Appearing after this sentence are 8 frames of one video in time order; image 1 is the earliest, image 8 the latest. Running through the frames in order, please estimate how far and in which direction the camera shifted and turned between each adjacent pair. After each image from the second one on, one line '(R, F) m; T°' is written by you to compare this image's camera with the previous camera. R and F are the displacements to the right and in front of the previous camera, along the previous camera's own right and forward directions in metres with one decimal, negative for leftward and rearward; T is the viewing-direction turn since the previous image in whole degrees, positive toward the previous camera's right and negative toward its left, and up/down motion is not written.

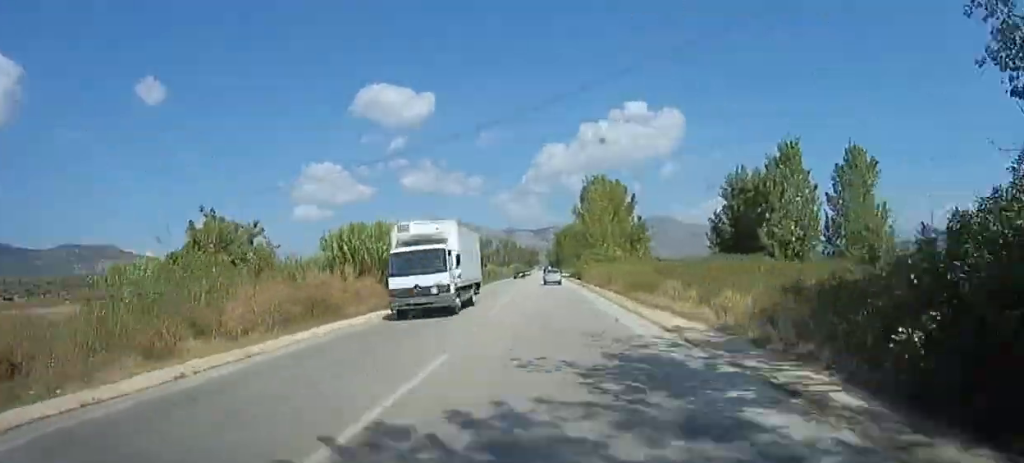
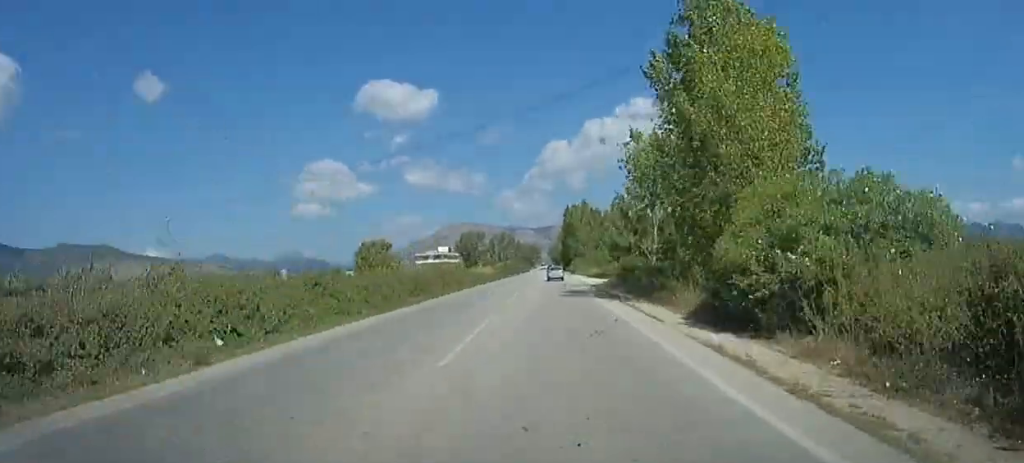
(-1.3, +53.9) m; -1°
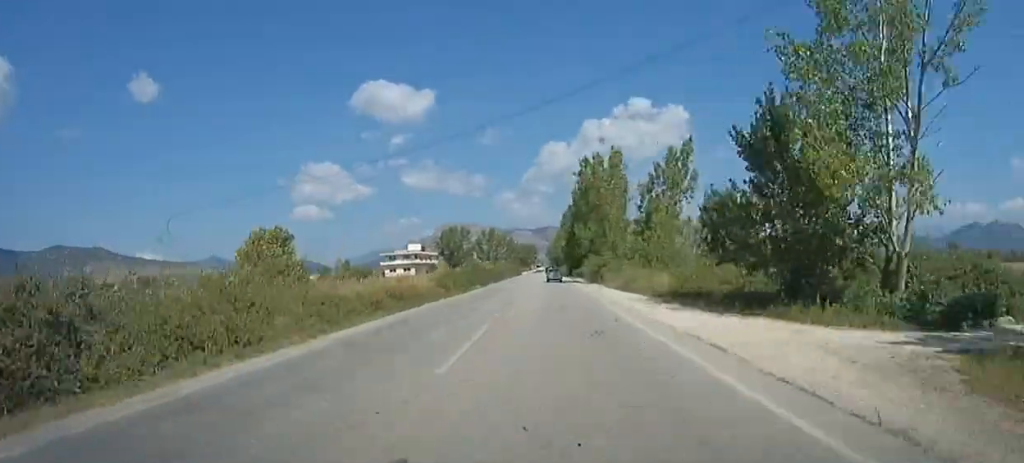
(0.0, +44.0) m; +1°
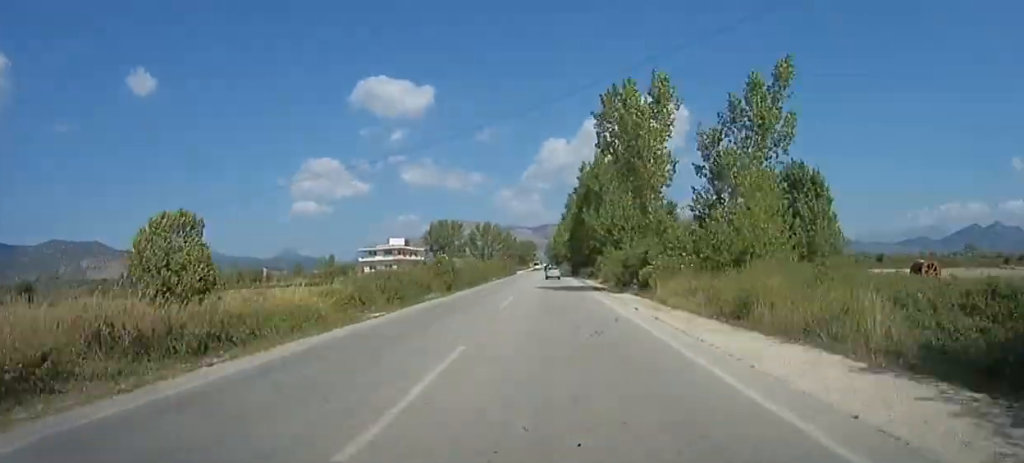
(+0.5, +20.0) m; 0°
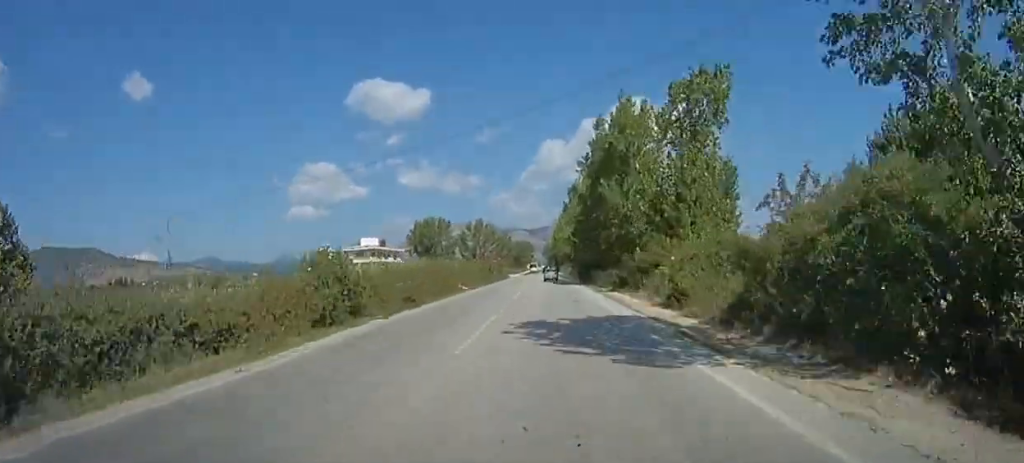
(+0.6, +24.0) m; 0°
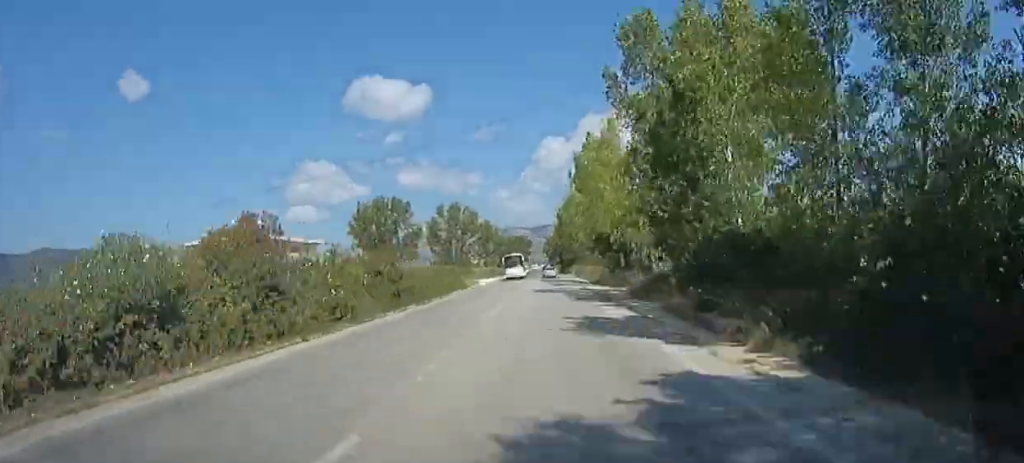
(-0.8, +57.9) m; 0°
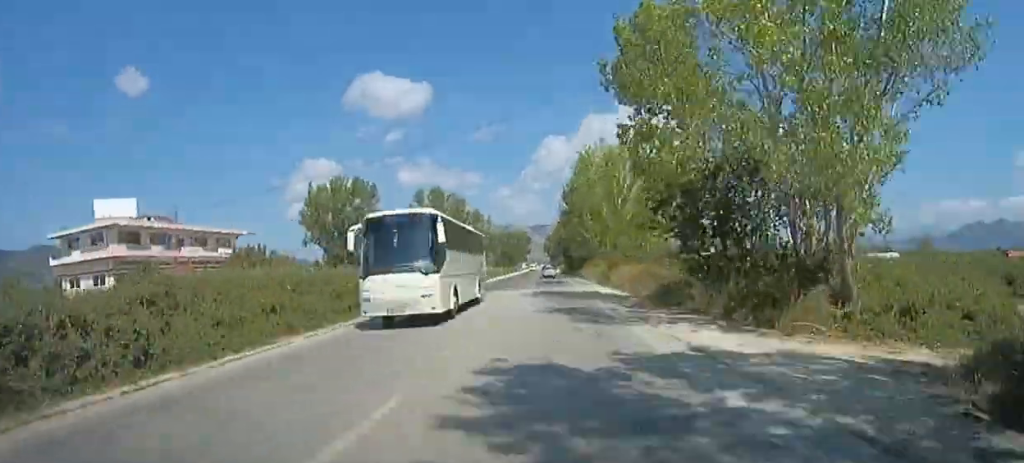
(+0.7, +28.0) m; 0°
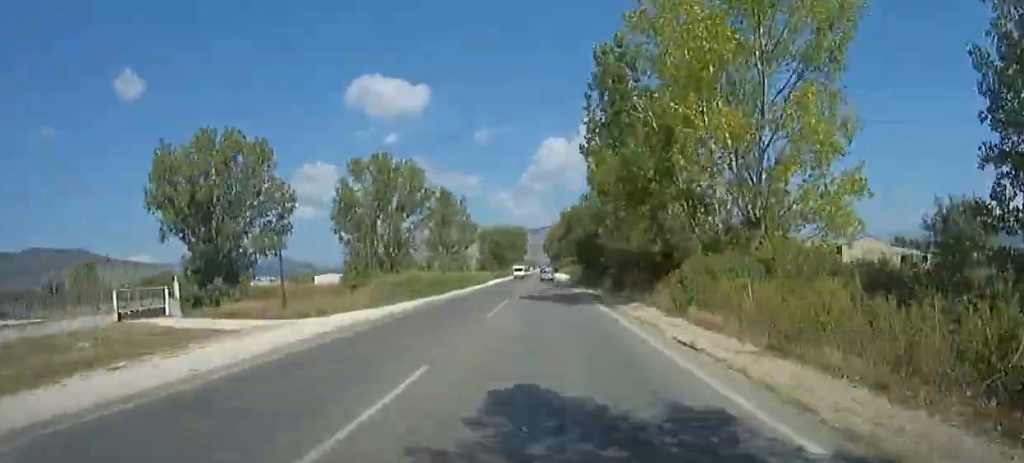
(-0.4, +44.1) m; 0°
